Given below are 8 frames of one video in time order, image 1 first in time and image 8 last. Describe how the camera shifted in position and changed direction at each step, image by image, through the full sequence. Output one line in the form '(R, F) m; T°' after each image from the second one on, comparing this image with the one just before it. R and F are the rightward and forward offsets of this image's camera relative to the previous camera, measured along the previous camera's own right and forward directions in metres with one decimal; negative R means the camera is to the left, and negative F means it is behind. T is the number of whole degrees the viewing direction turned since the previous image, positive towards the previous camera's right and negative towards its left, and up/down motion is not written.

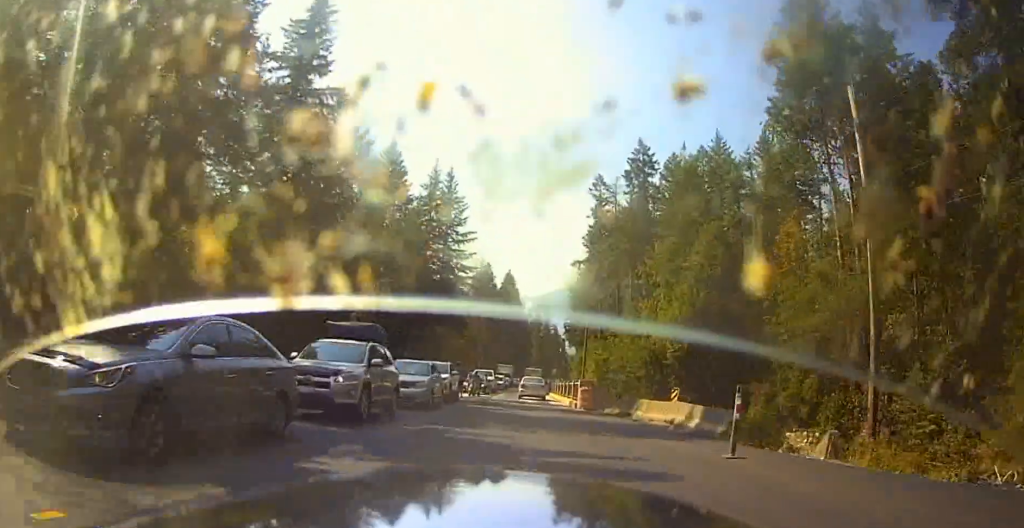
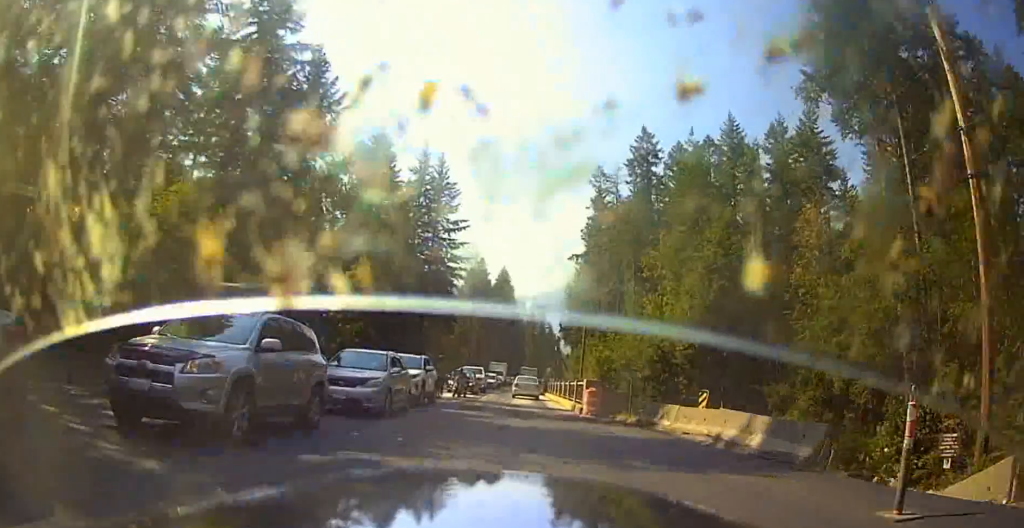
(-0.1, +5.2) m; 0°
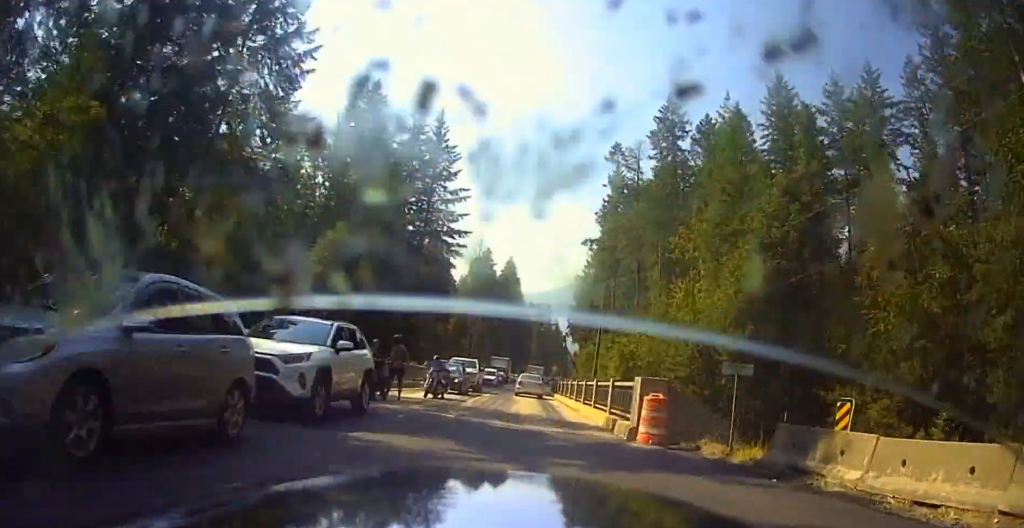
(0.0, +10.1) m; +5°
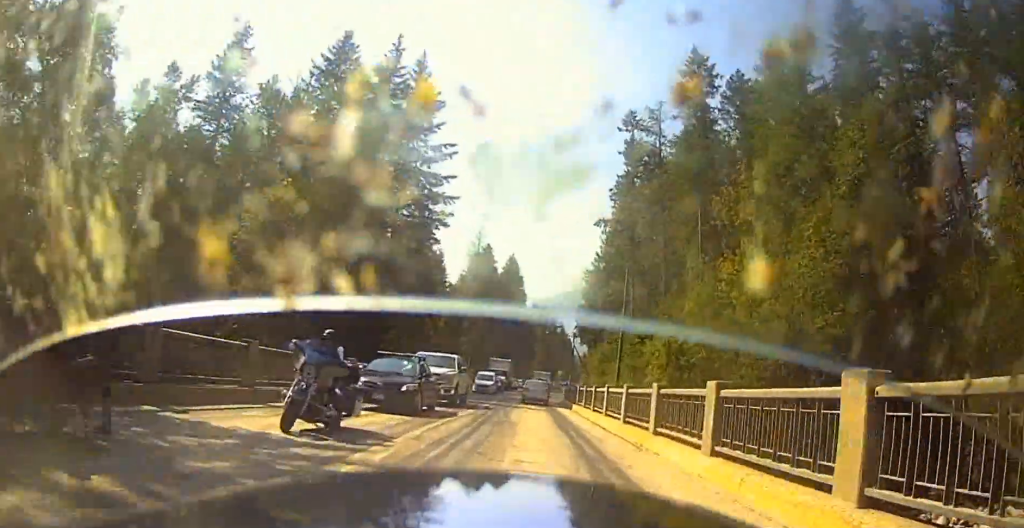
(+0.8, +13.6) m; -1°
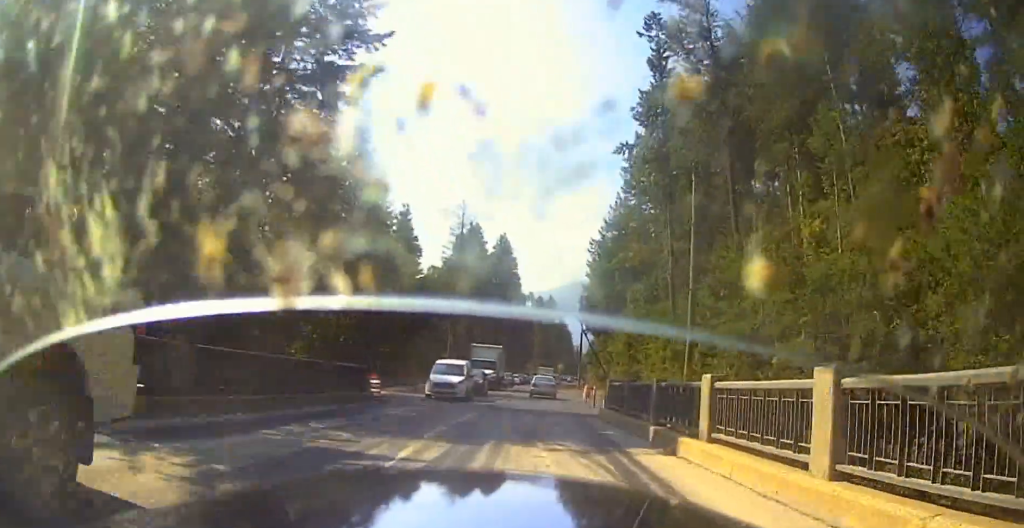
(-1.6, +24.2) m; -2°
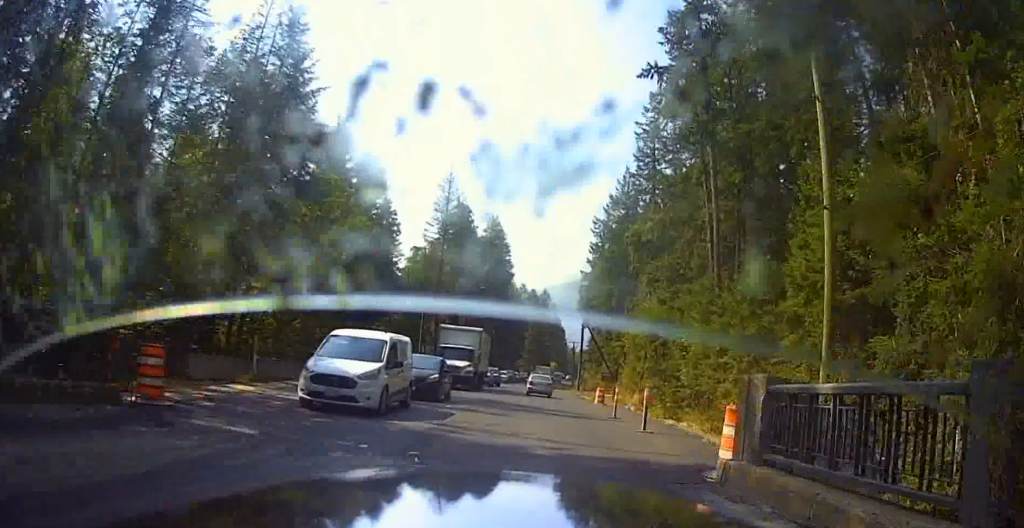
(+0.2, +15.6) m; -1°
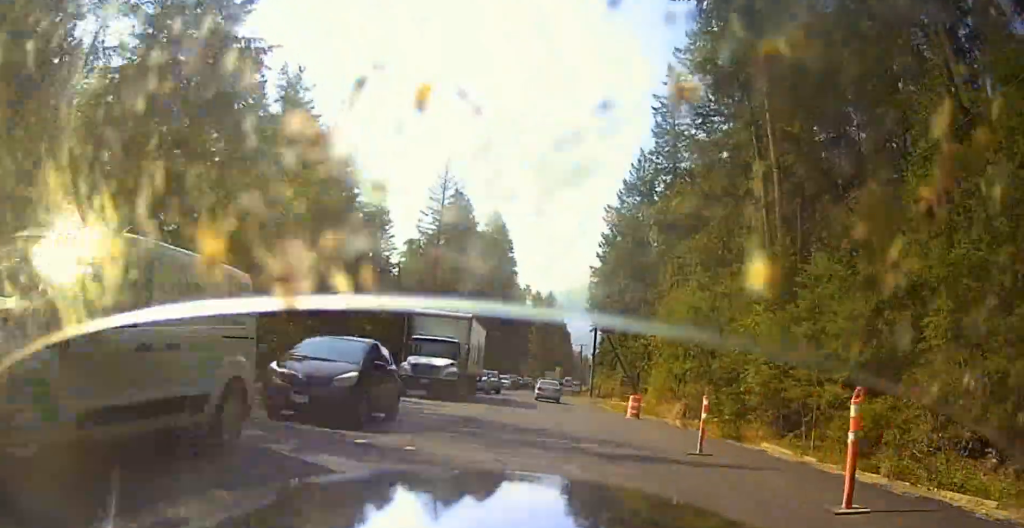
(-0.3, +10.5) m; -2°
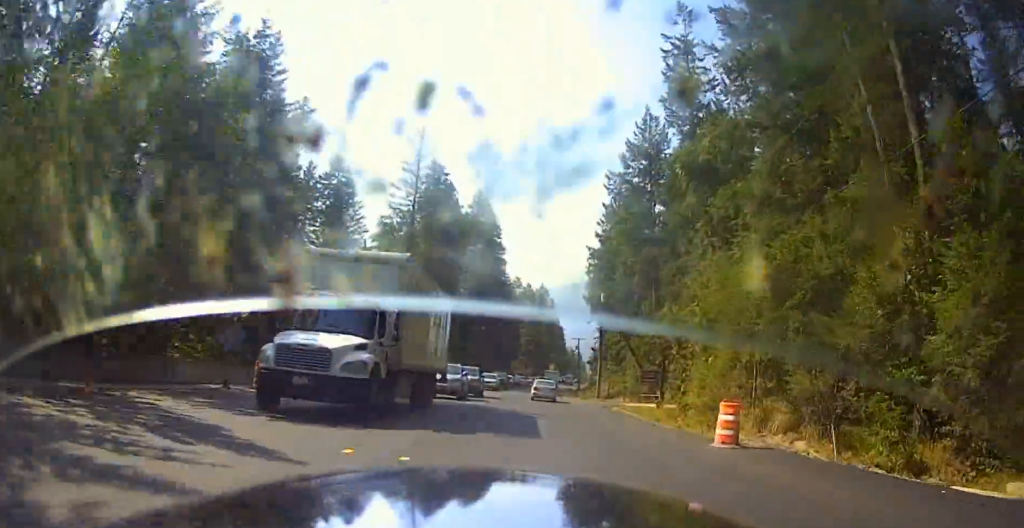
(0.0, +13.7) m; 0°
